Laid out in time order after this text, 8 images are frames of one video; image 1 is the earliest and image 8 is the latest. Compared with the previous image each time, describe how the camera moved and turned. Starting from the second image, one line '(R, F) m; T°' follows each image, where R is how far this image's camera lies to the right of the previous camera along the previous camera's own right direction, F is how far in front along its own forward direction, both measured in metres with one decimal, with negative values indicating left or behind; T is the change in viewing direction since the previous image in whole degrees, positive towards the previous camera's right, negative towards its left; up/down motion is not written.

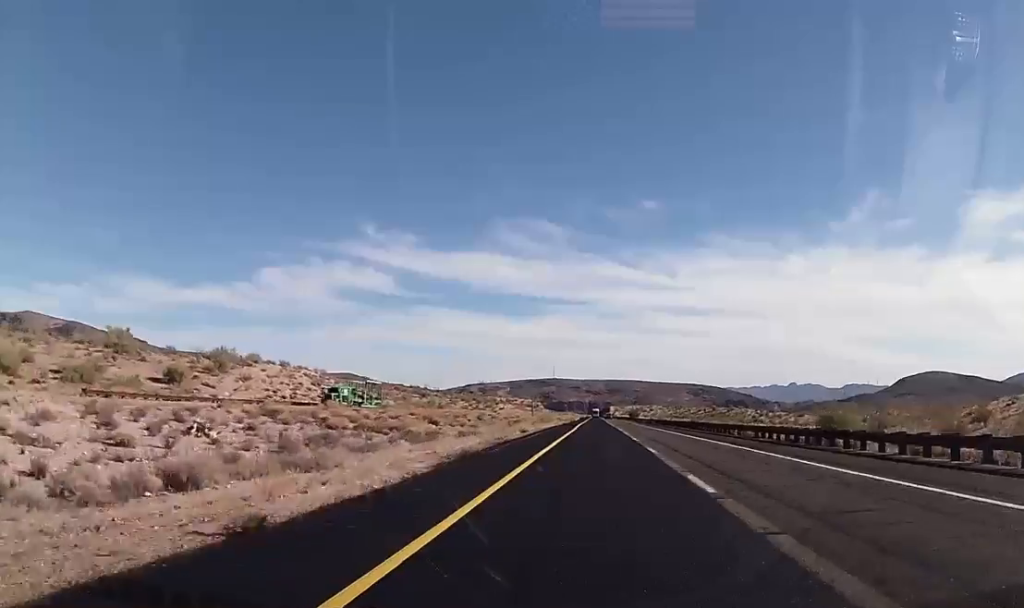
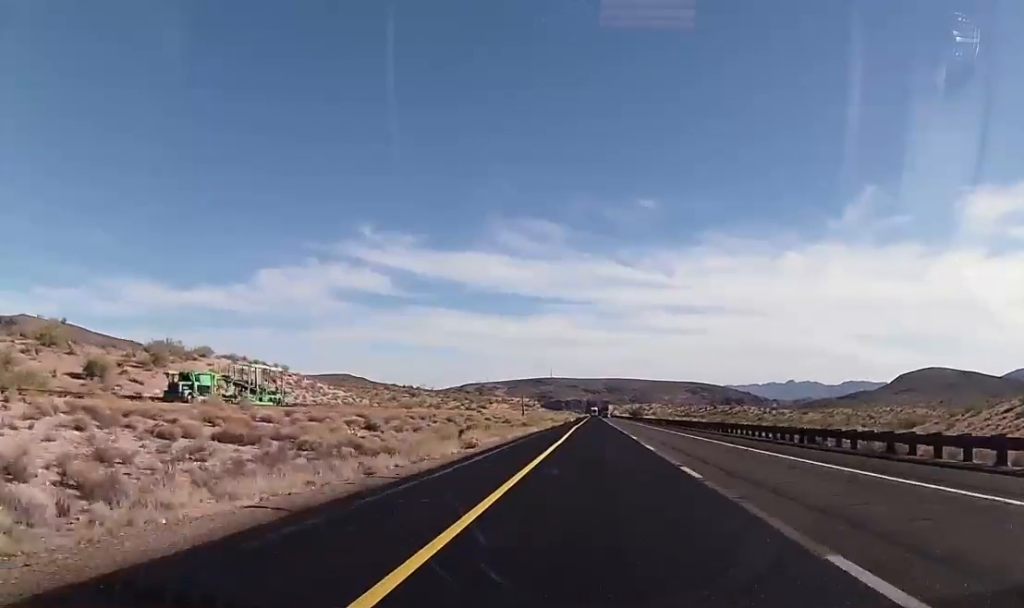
(-0.2, +21.5) m; 0°
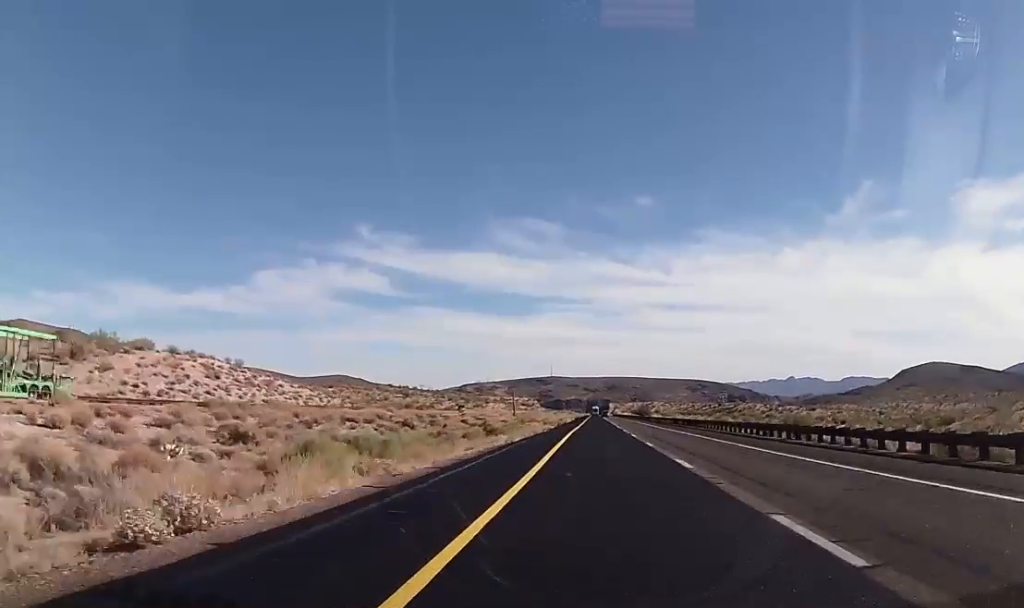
(+0.2, +21.5) m; 0°
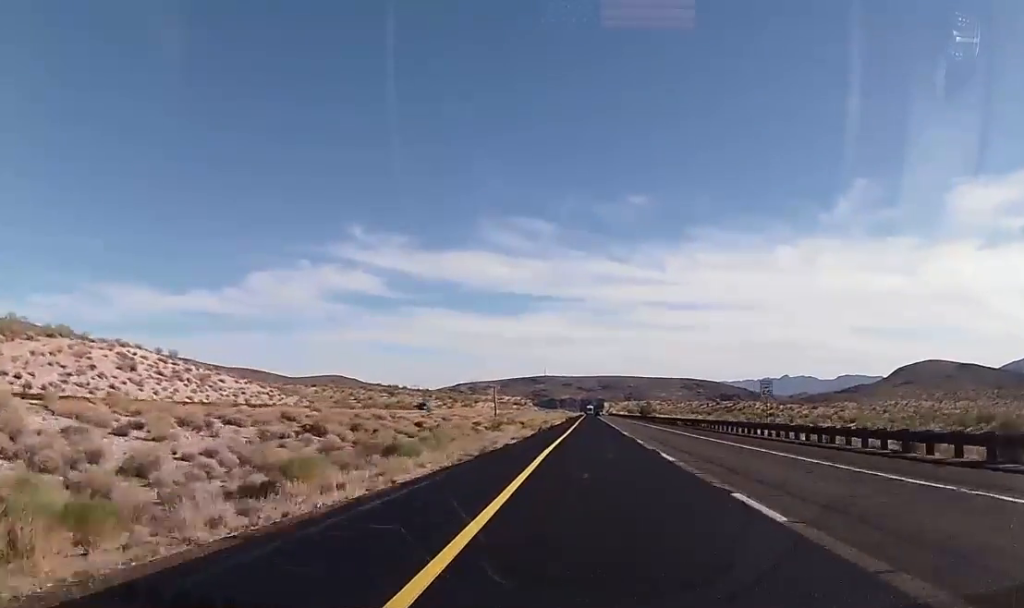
(0.0, +21.4) m; 0°
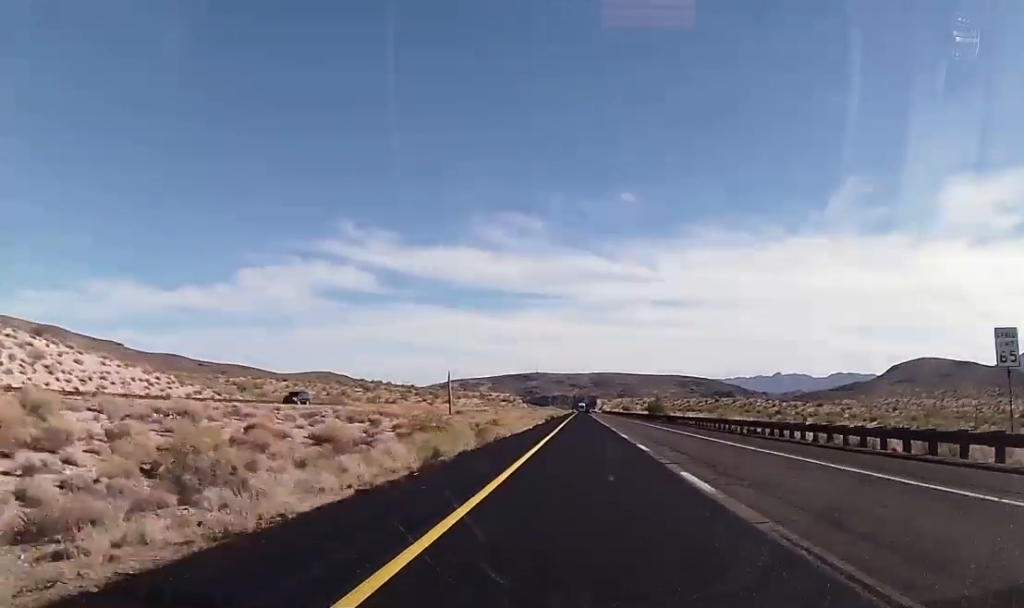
(-0.3, +35.3) m; +1°
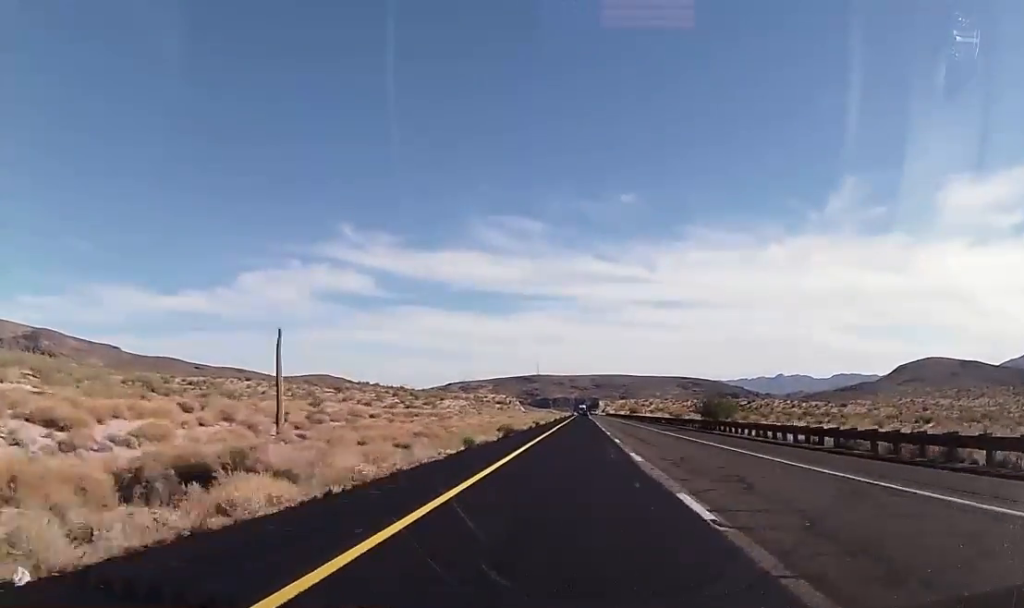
(+0.9, +51.6) m; +1°
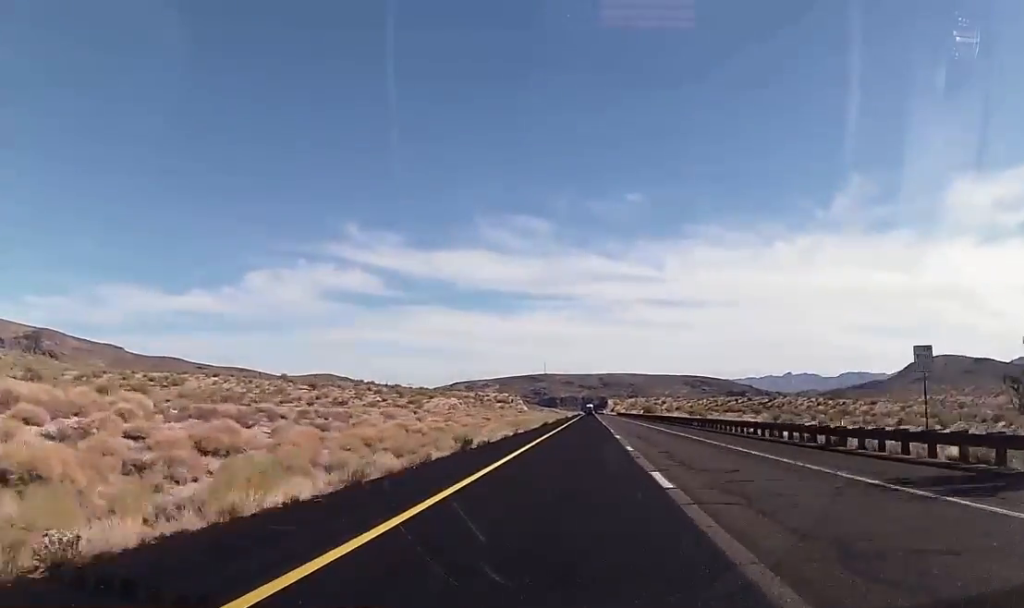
(-0.2, +44.2) m; 0°
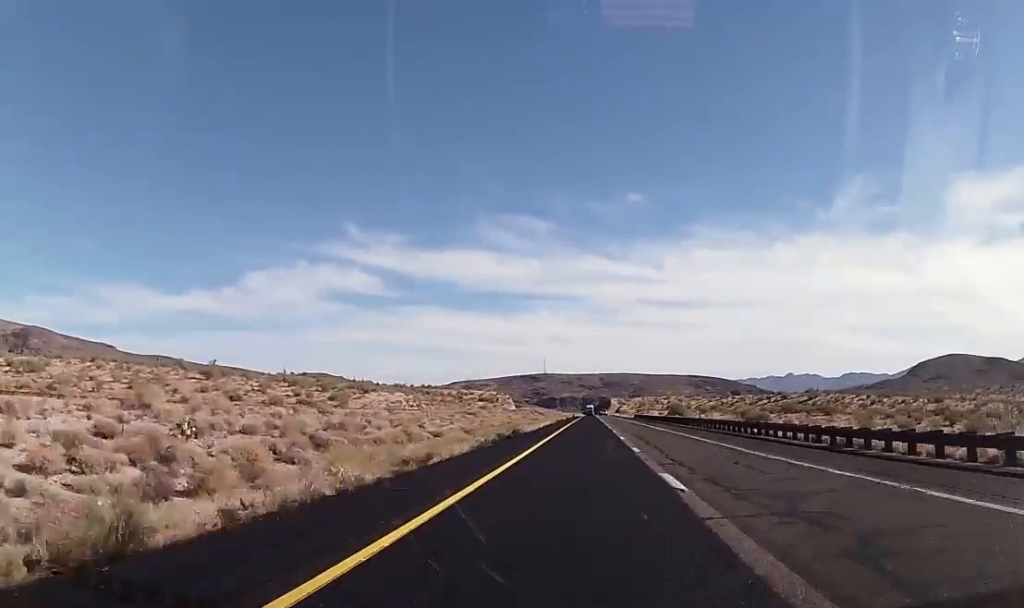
(0.0, +96.9) m; 0°
